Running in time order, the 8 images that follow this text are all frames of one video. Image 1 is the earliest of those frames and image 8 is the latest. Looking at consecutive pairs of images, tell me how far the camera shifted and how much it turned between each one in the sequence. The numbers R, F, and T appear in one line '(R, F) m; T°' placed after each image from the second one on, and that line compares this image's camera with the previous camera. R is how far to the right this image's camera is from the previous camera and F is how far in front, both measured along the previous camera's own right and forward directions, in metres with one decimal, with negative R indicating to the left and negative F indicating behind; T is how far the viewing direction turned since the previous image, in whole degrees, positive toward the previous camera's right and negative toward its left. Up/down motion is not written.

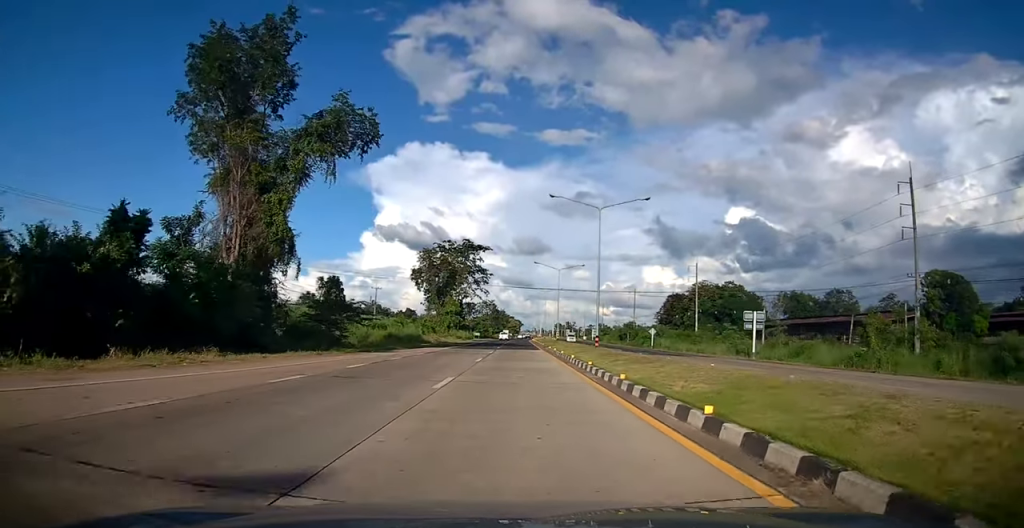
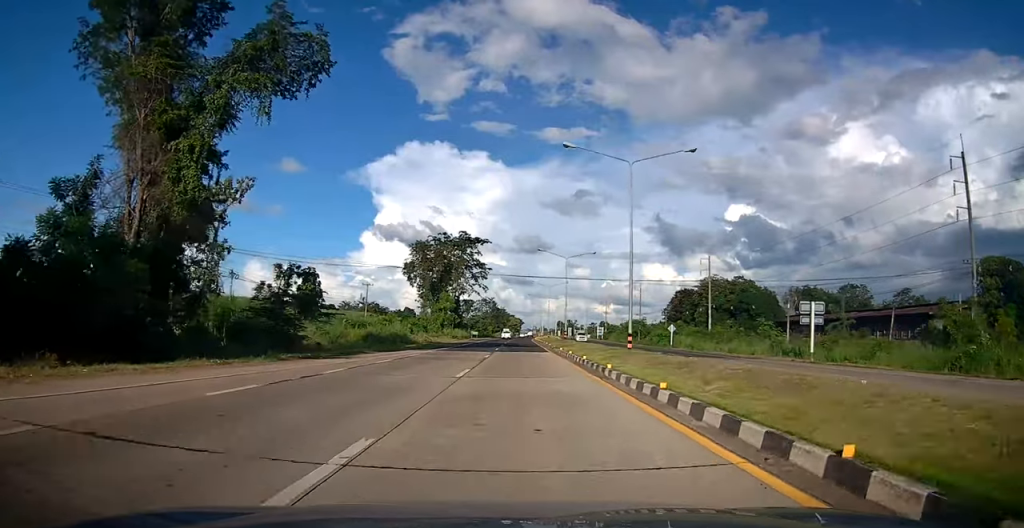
(+0.1, +8.9) m; 0°
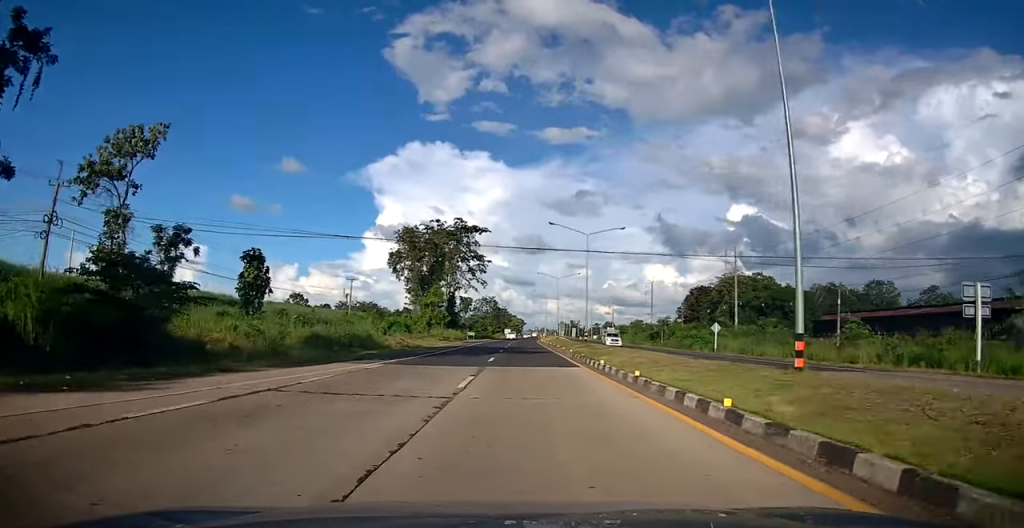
(+0.1, +14.3) m; 0°
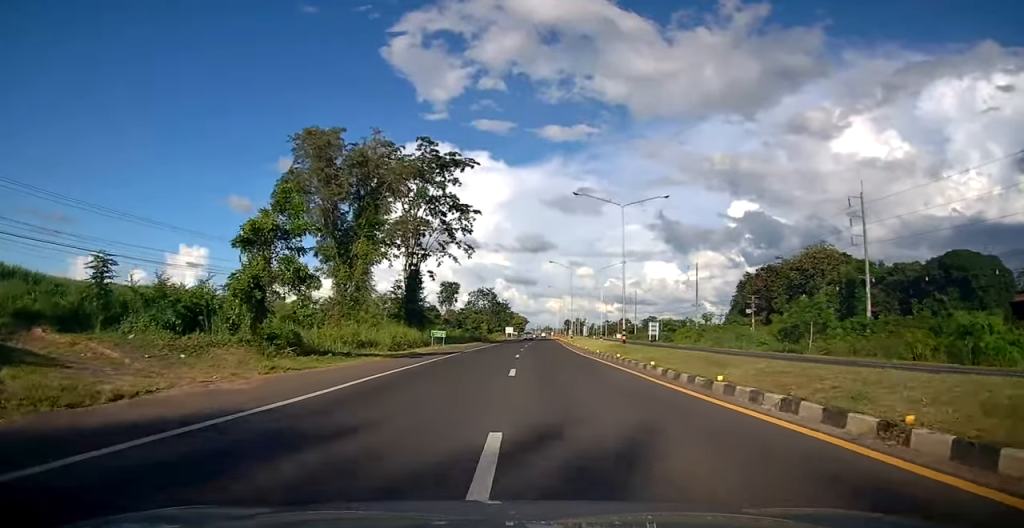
(-0.7, +44.2) m; -1°
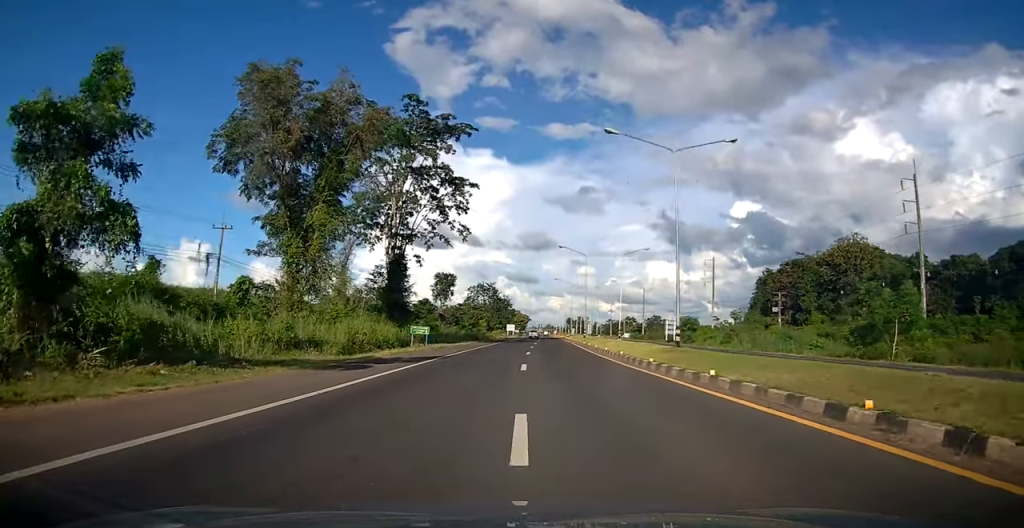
(-0.2, +10.7) m; 0°
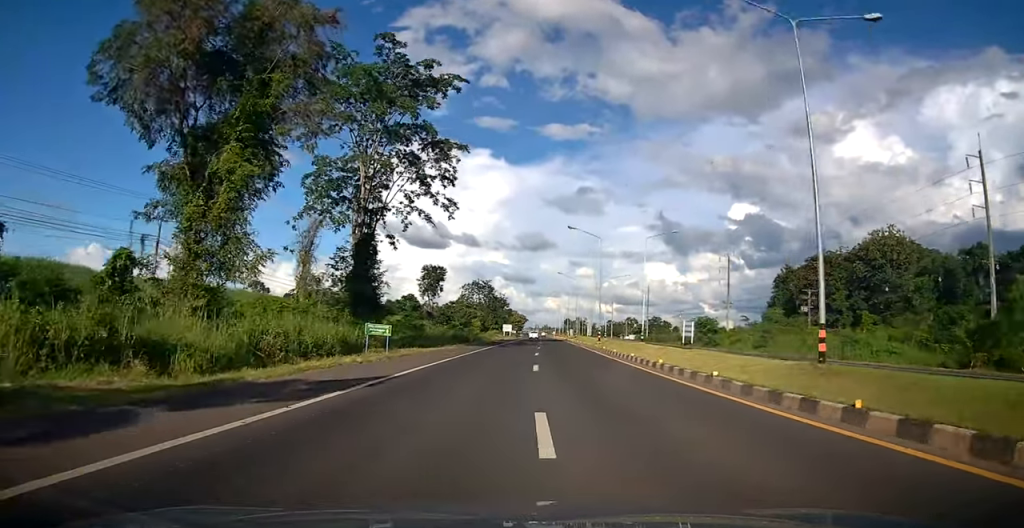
(+0.3, +11.6) m; +1°
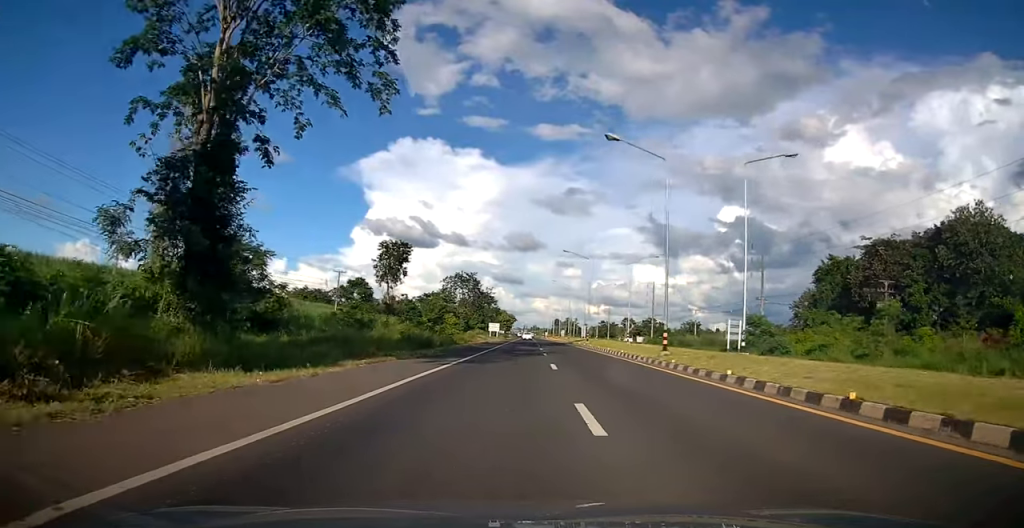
(+0.1, +23.0) m; 0°
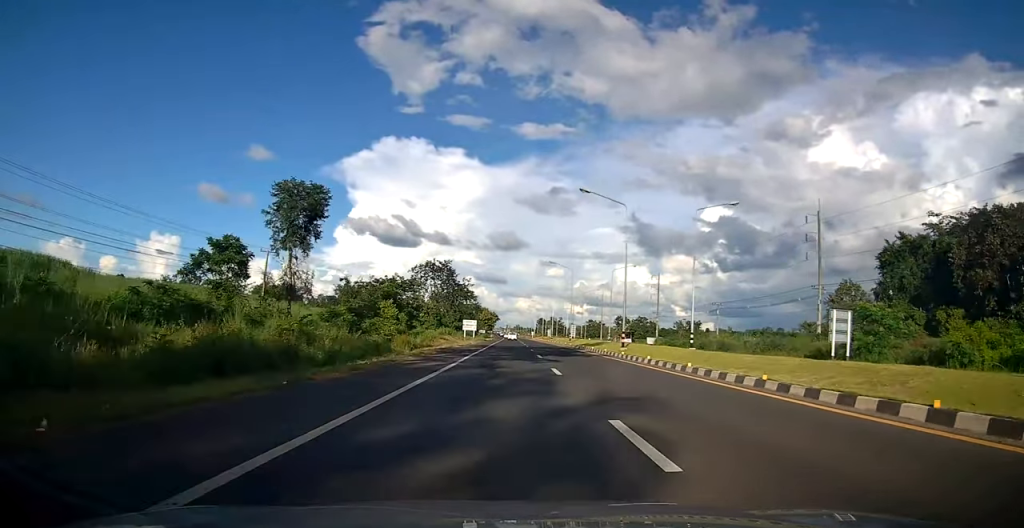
(+0.3, +25.7) m; +2°
